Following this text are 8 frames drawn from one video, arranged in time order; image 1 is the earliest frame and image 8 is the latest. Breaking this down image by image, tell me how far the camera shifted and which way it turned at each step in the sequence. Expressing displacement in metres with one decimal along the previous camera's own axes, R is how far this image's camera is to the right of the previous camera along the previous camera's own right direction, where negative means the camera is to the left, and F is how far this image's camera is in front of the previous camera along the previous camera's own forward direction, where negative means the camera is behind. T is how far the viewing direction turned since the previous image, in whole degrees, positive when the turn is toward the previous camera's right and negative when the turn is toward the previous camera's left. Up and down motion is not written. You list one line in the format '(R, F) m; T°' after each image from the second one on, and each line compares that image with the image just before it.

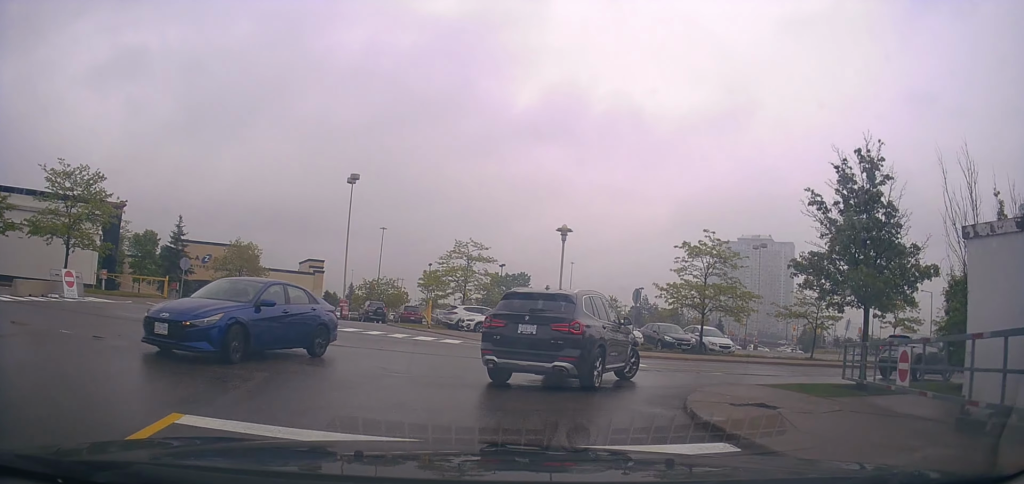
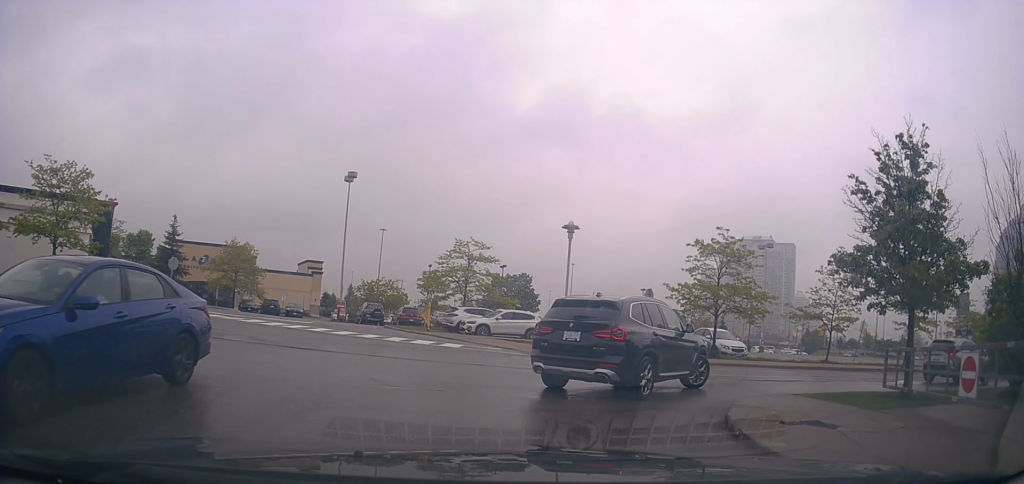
(-0.2, +1.6) m; -5°
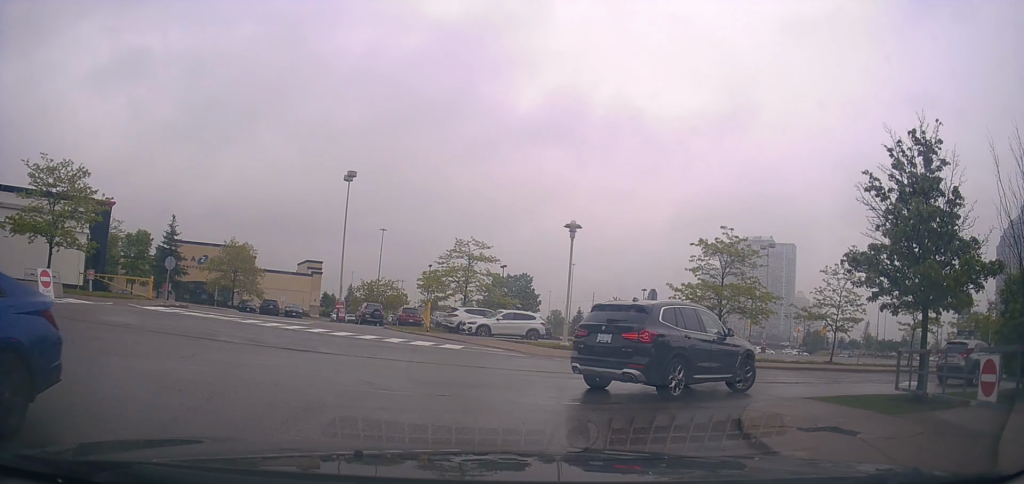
(0.0, +0.8) m; -1°
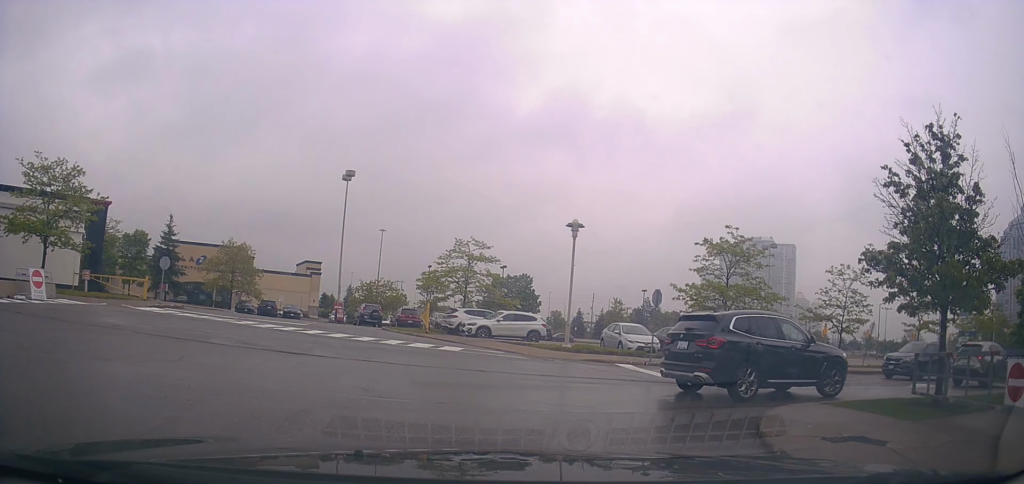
(+0.1, +1.0) m; 0°
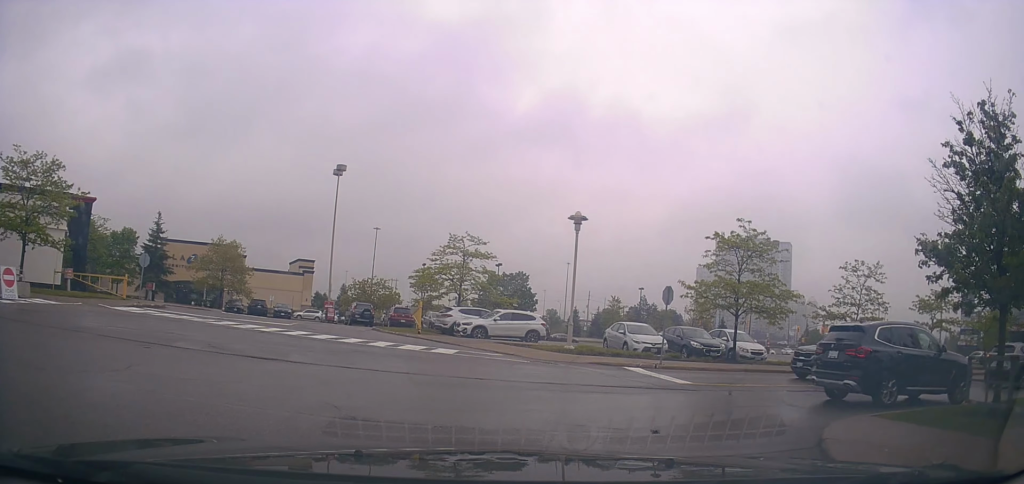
(+0.3, +0.6) m; 0°
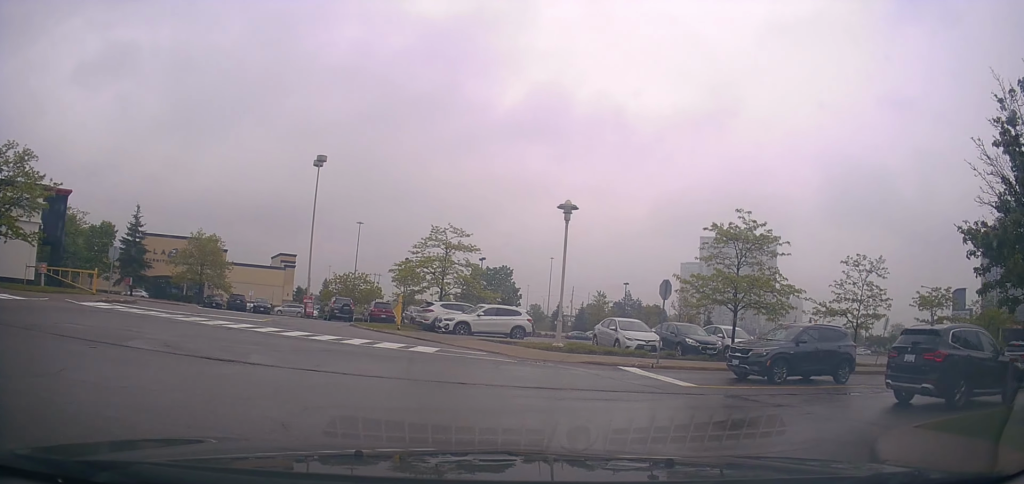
(-0.1, +0.7) m; +1°
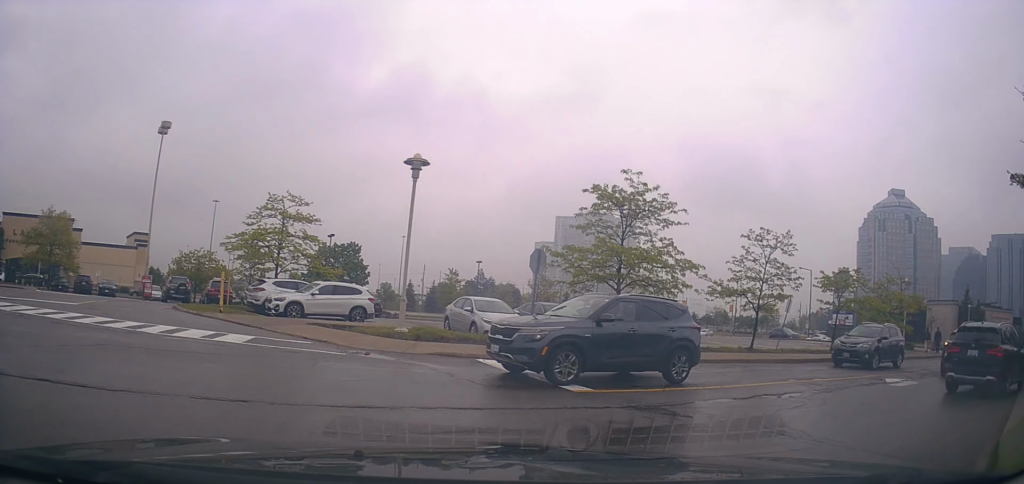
(+0.5, +2.9) m; +20°
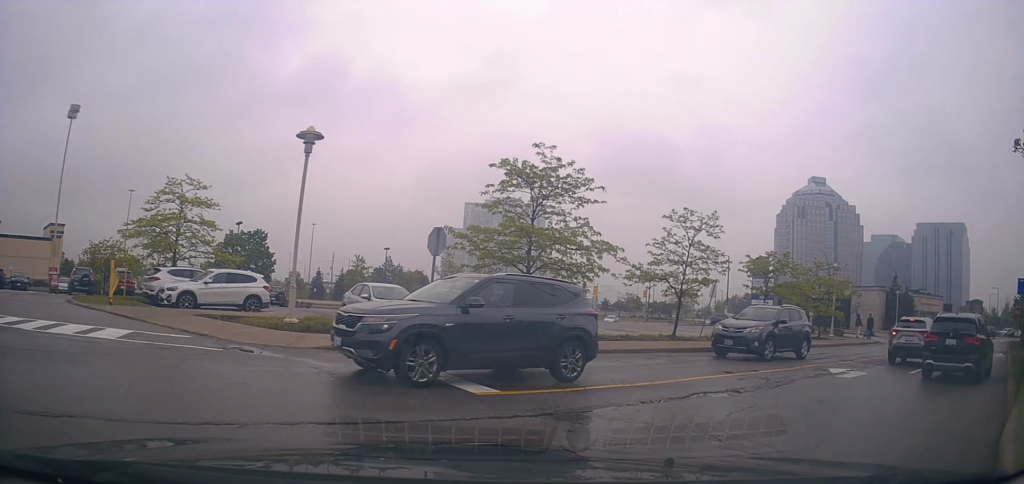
(+0.1, +1.5) m; +8°
